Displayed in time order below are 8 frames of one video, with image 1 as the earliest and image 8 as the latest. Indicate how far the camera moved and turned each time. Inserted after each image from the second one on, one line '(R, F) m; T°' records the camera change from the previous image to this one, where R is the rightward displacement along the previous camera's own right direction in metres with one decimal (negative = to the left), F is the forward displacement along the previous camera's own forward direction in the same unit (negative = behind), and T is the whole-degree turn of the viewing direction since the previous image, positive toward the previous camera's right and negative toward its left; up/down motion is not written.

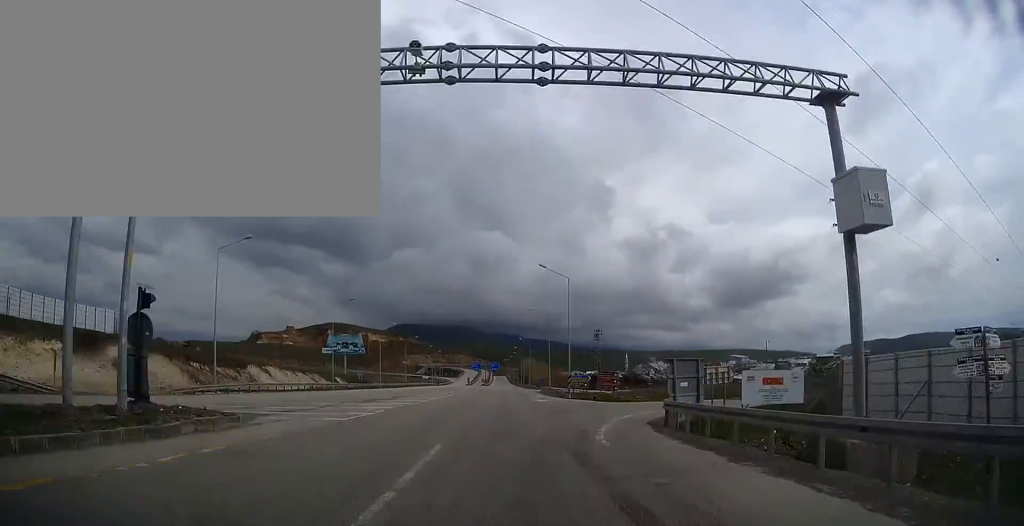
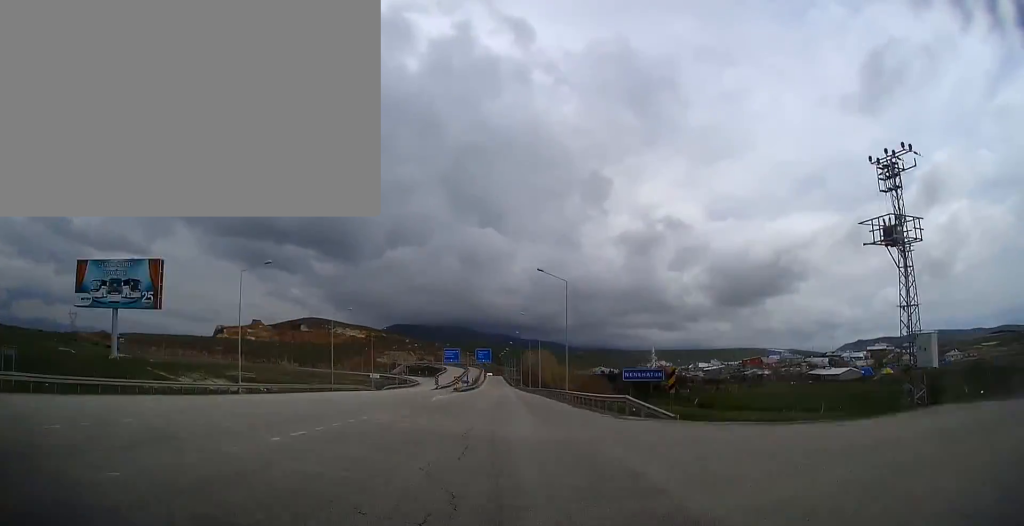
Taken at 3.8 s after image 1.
(+0.4, +95.4) m; 0°
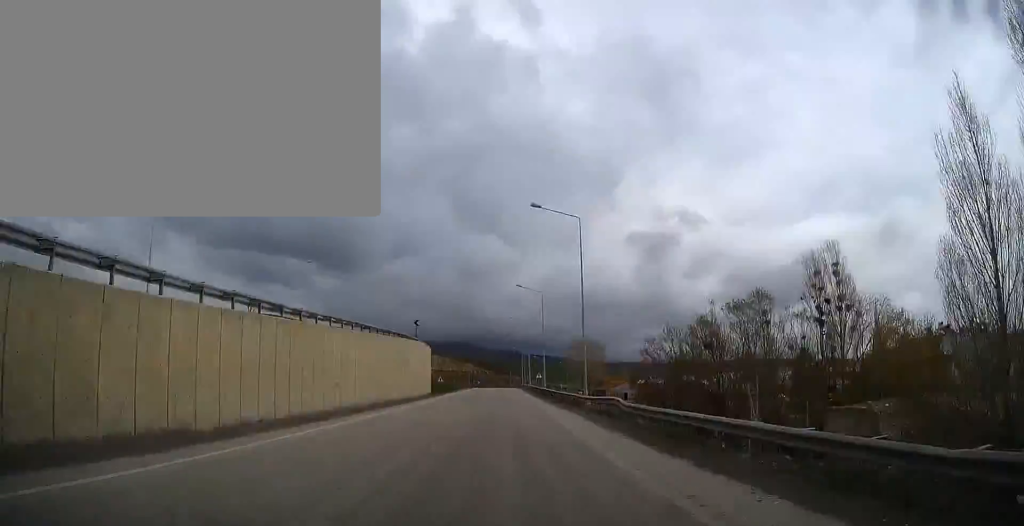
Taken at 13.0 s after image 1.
(-0.3, +228.6) m; +1°
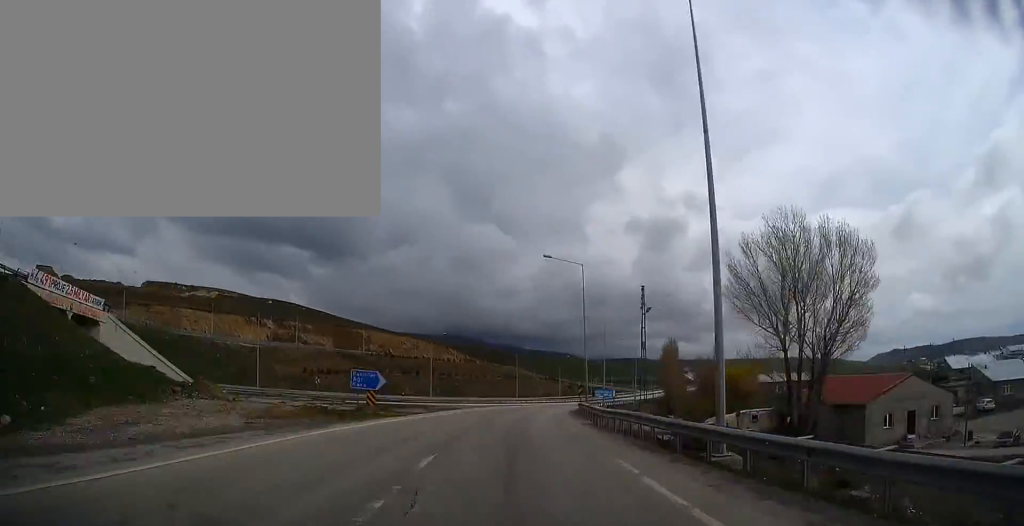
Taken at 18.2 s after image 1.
(-1.8, +125.6) m; +7°
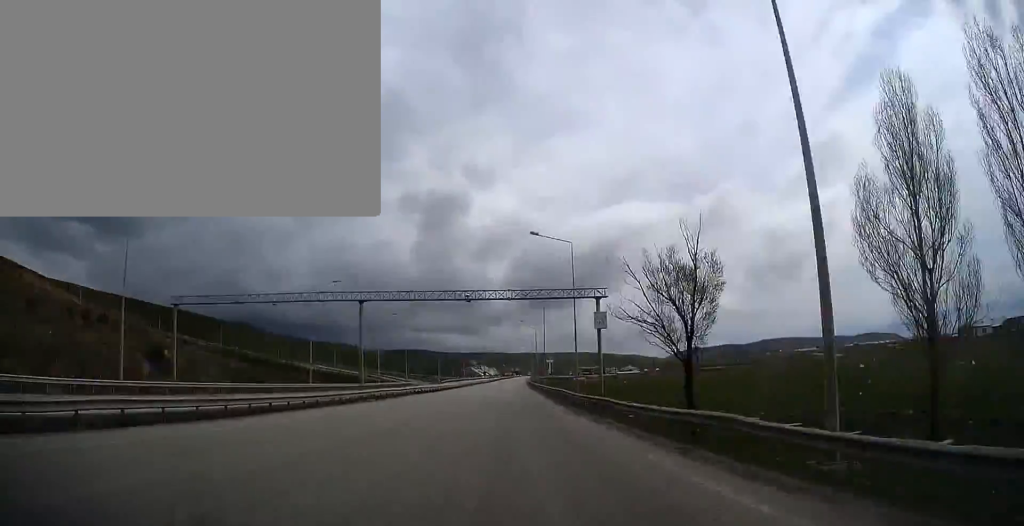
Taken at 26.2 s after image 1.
(+29.6, +186.7) m; +12°
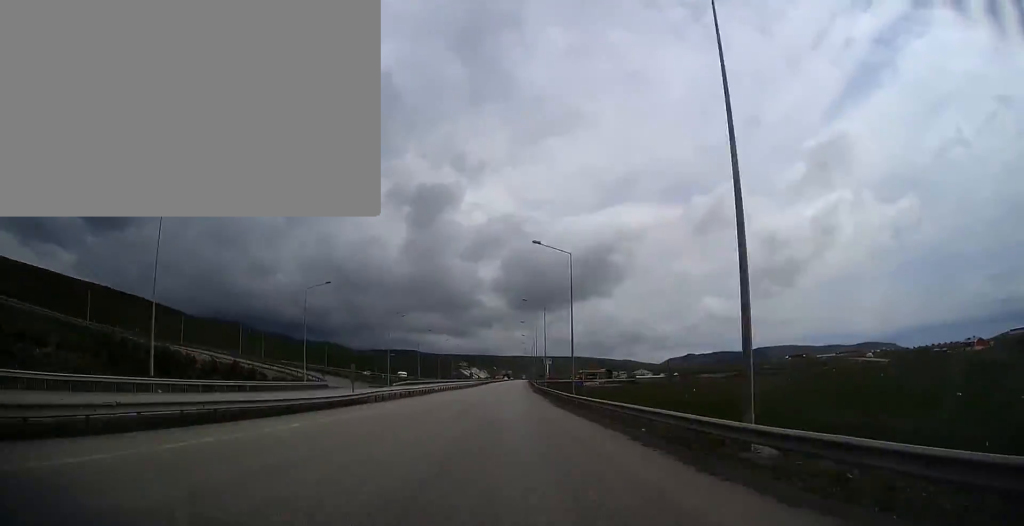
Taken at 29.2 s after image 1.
(+2.1, +71.3) m; +2°
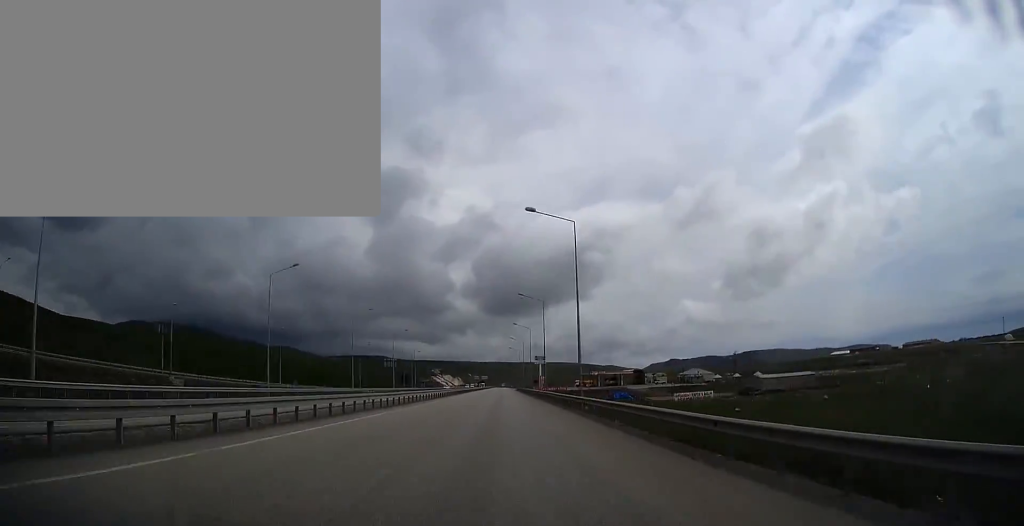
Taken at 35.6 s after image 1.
(+3.7, +154.9) m; +2°
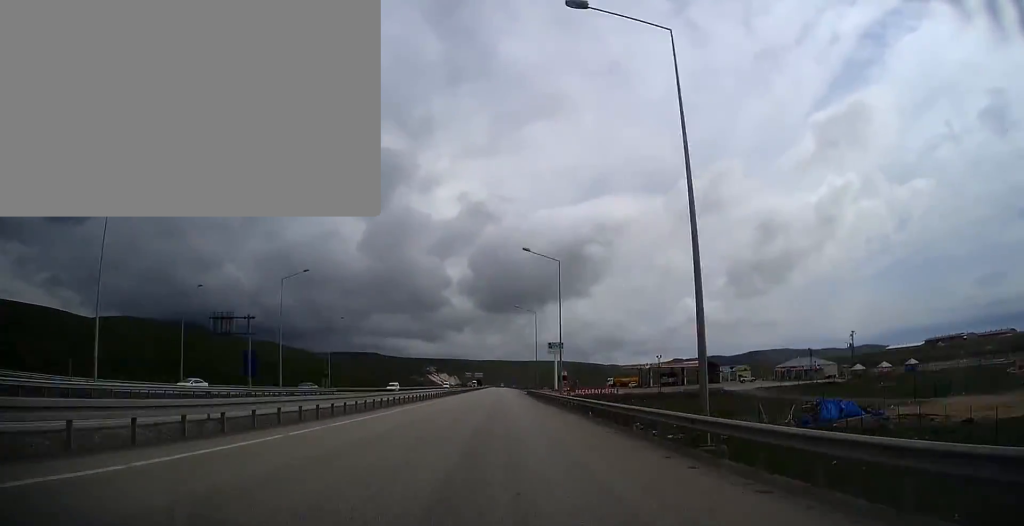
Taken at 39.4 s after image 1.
(+0.2, +94.2) m; 0°
